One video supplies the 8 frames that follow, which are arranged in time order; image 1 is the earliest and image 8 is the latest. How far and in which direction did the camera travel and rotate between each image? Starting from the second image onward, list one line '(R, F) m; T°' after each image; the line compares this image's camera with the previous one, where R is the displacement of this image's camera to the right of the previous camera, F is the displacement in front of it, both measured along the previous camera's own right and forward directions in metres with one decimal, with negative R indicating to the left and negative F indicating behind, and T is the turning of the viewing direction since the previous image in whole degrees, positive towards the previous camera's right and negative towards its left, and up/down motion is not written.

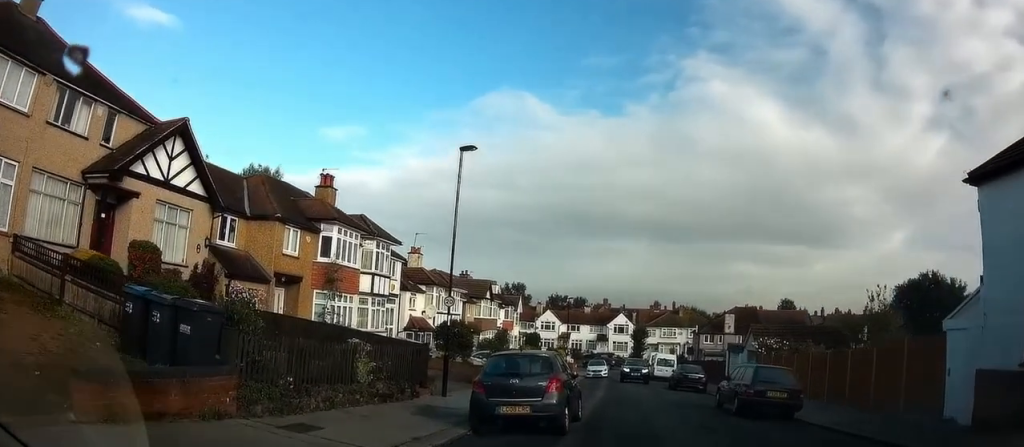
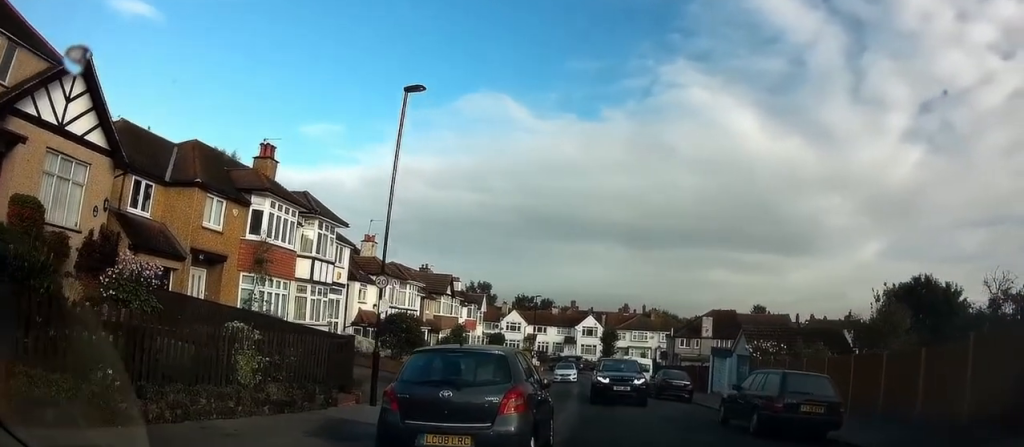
(0.0, +5.0) m; 0°
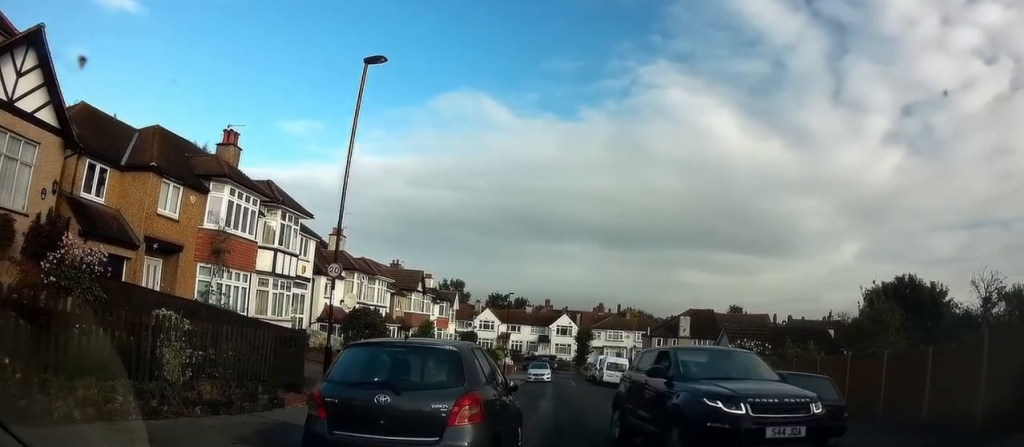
(+0.1, +1.5) m; 0°
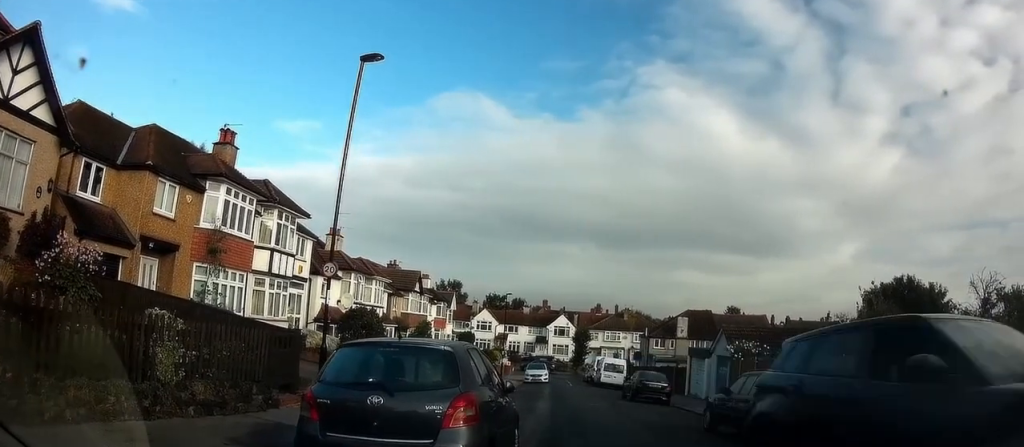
(+0.1, +0.3) m; 0°
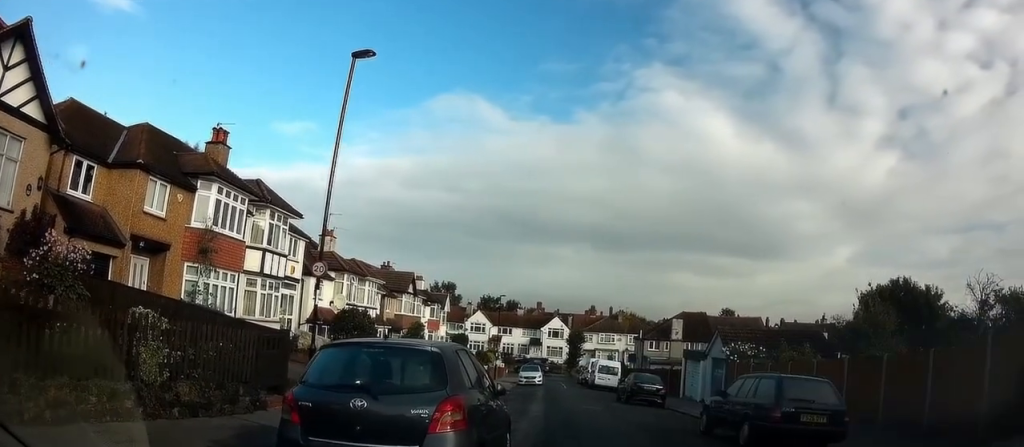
(0.0, +0.4) m; 0°
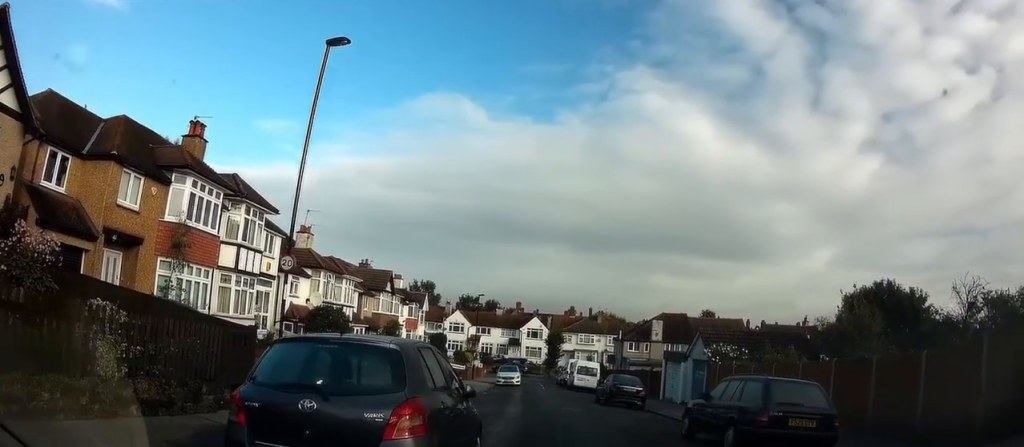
(0.0, +0.4) m; 0°
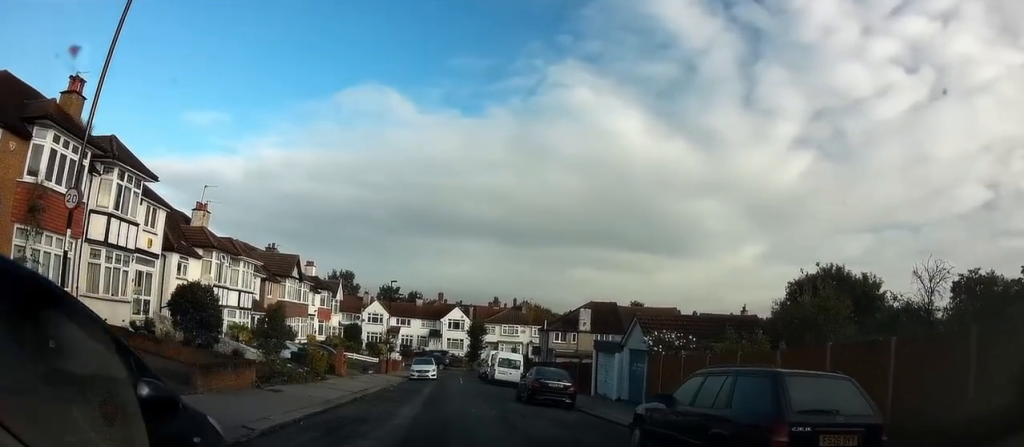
(+0.2, +1.6) m; +2°
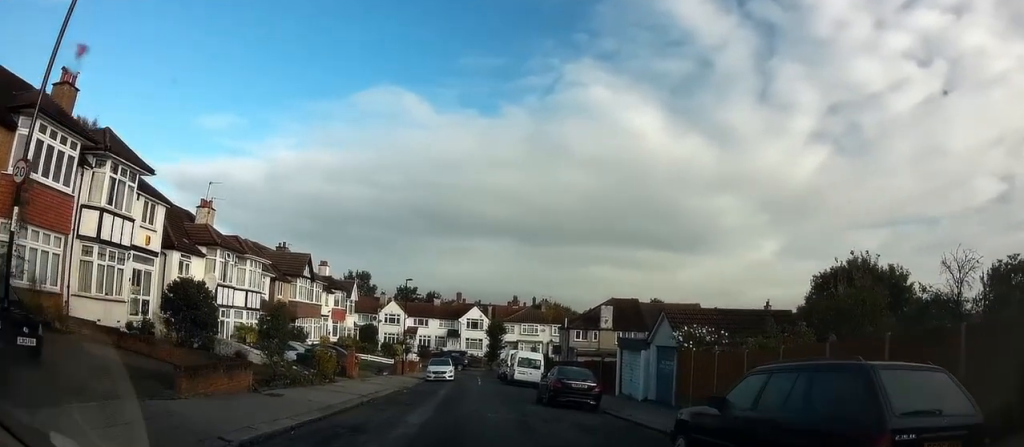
(-0.1, +1.0) m; -2°
